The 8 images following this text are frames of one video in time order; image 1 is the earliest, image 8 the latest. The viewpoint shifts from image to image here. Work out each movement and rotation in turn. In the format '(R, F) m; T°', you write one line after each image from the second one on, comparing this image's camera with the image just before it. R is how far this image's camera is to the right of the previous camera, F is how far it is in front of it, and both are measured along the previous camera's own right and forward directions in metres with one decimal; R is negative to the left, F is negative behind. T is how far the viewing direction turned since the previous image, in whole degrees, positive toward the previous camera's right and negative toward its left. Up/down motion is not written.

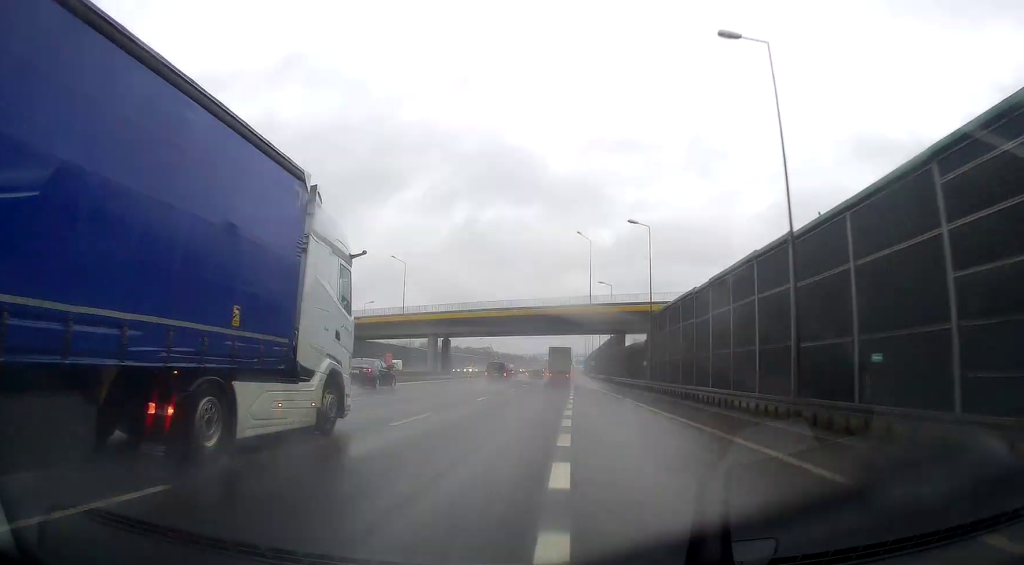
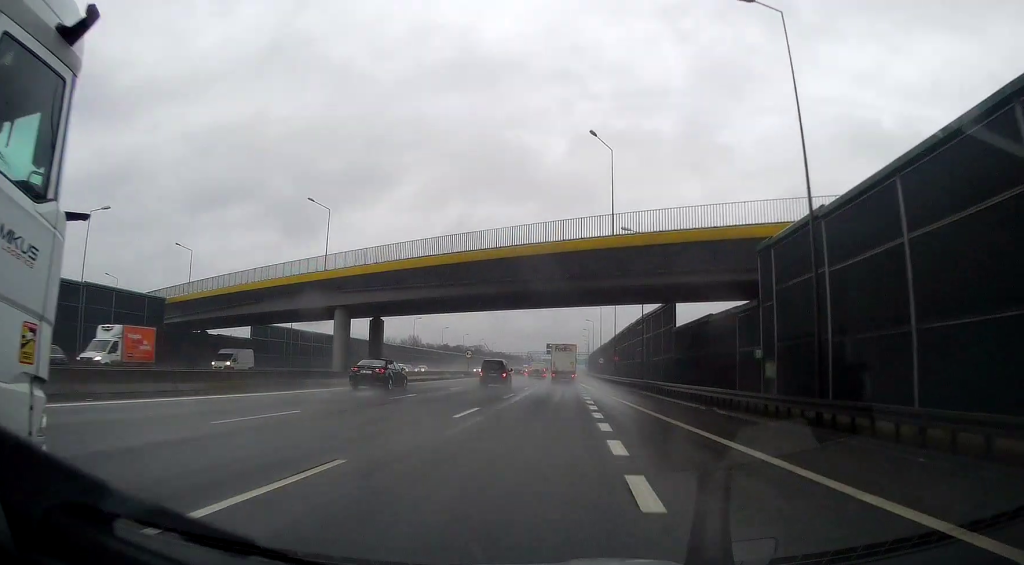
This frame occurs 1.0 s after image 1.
(-0.1, +34.1) m; 0°
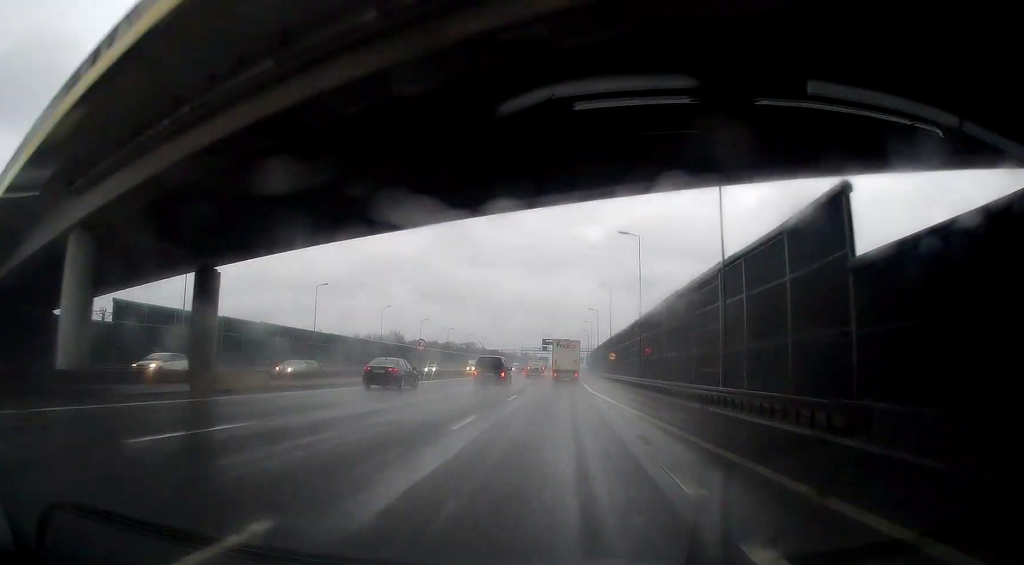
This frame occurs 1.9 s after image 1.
(0.0, +28.1) m; 0°
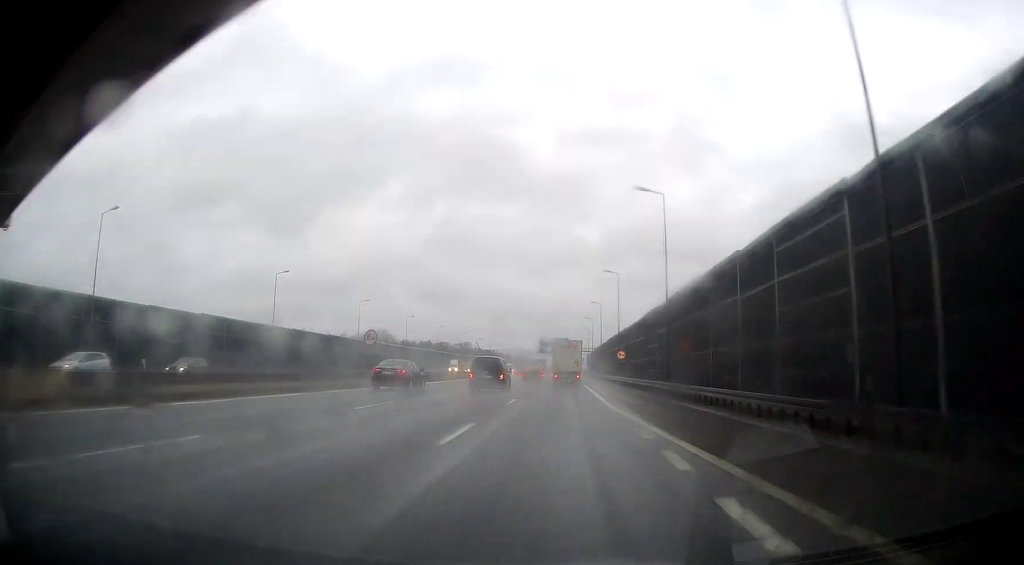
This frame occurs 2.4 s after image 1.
(-0.1, +14.8) m; 0°
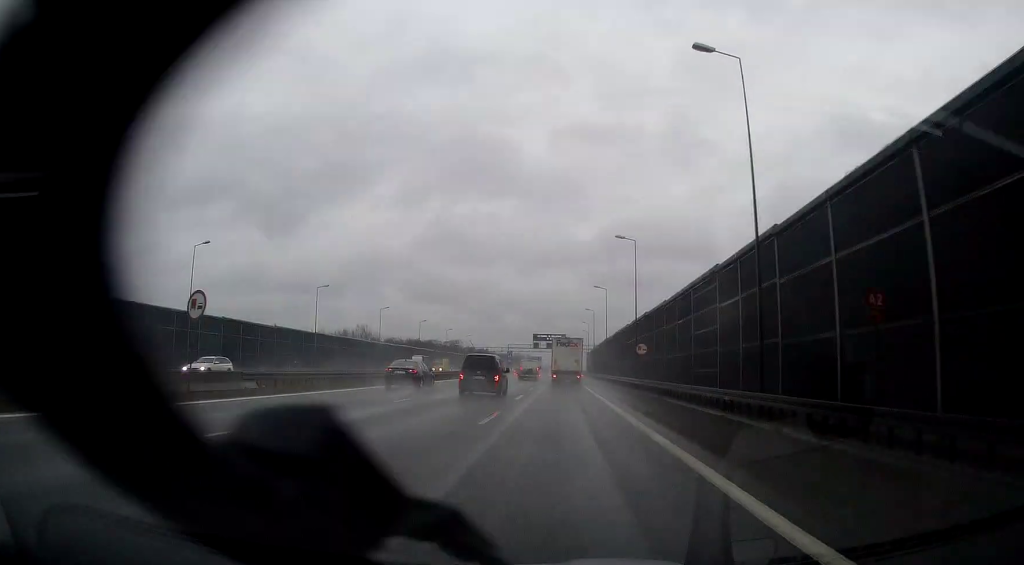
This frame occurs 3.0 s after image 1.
(0.0, +20.9) m; 0°
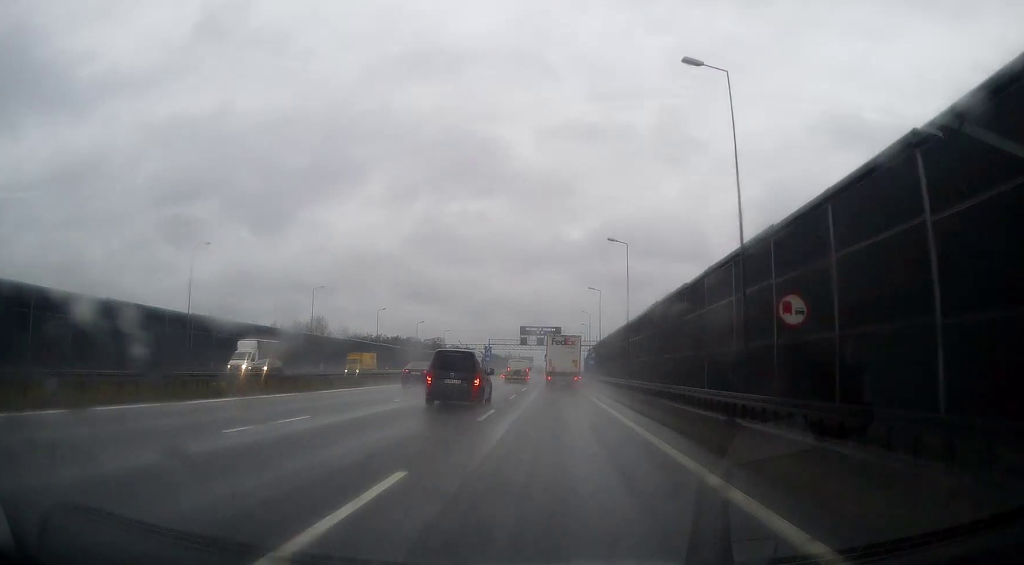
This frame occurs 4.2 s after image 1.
(+0.5, +36.5) m; +1°
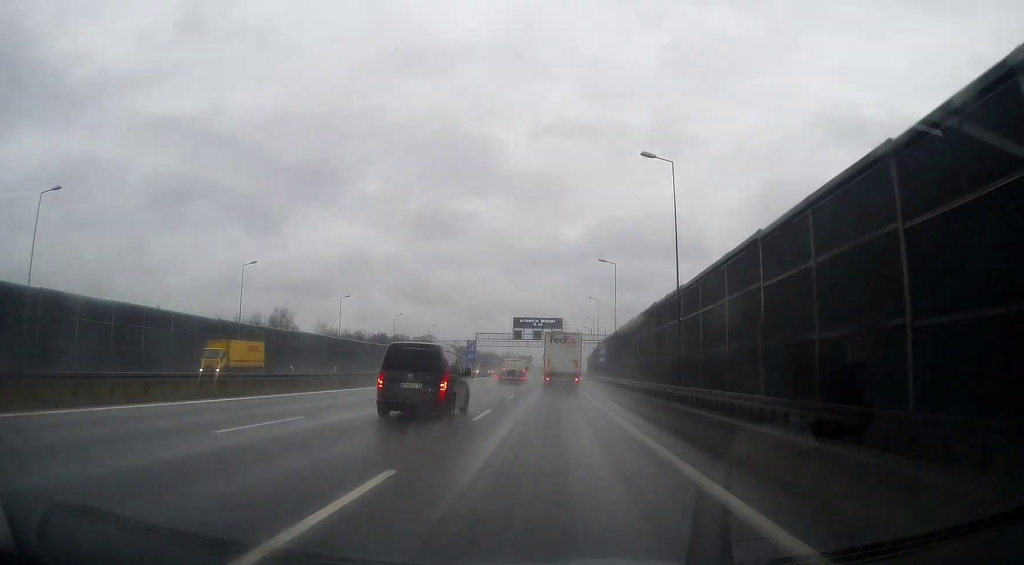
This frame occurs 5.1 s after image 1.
(+0.1, +24.7) m; 0°
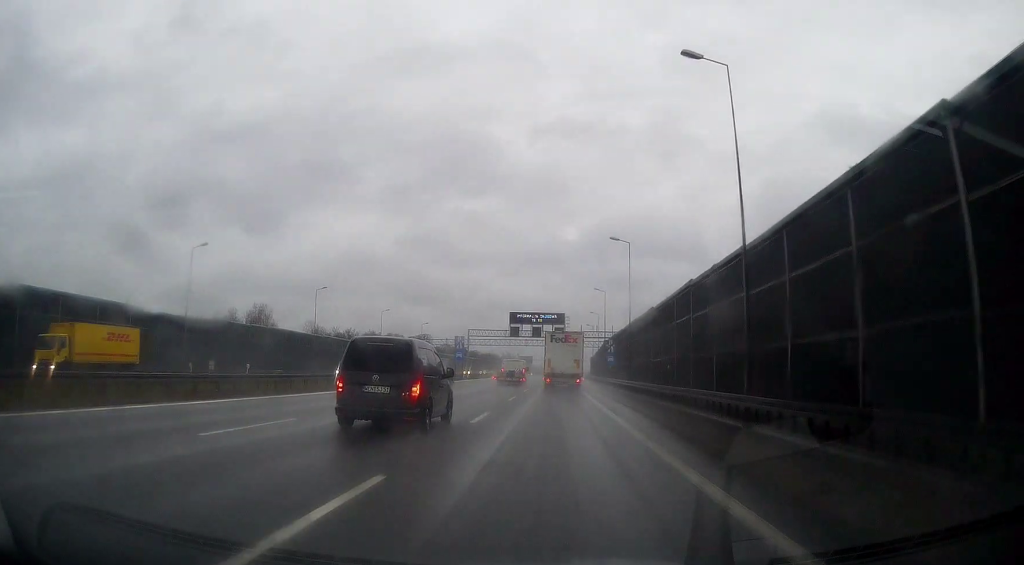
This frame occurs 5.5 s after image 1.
(0.0, +12.6) m; 0°
